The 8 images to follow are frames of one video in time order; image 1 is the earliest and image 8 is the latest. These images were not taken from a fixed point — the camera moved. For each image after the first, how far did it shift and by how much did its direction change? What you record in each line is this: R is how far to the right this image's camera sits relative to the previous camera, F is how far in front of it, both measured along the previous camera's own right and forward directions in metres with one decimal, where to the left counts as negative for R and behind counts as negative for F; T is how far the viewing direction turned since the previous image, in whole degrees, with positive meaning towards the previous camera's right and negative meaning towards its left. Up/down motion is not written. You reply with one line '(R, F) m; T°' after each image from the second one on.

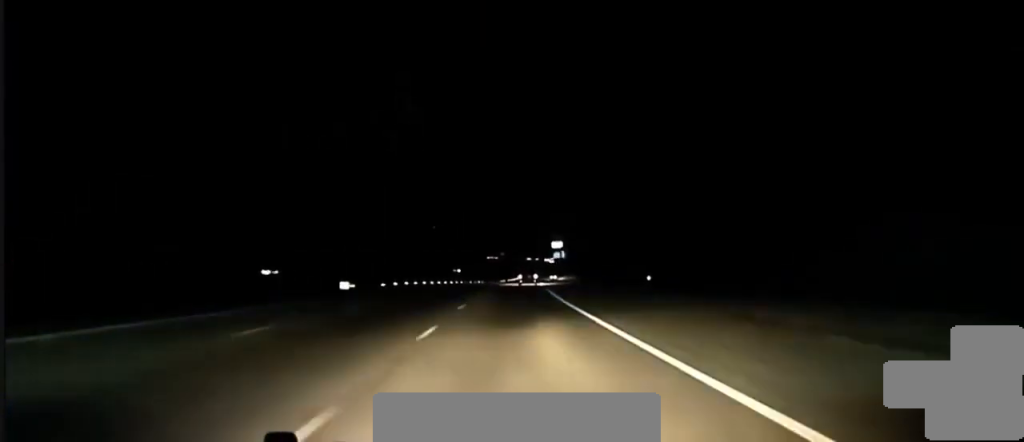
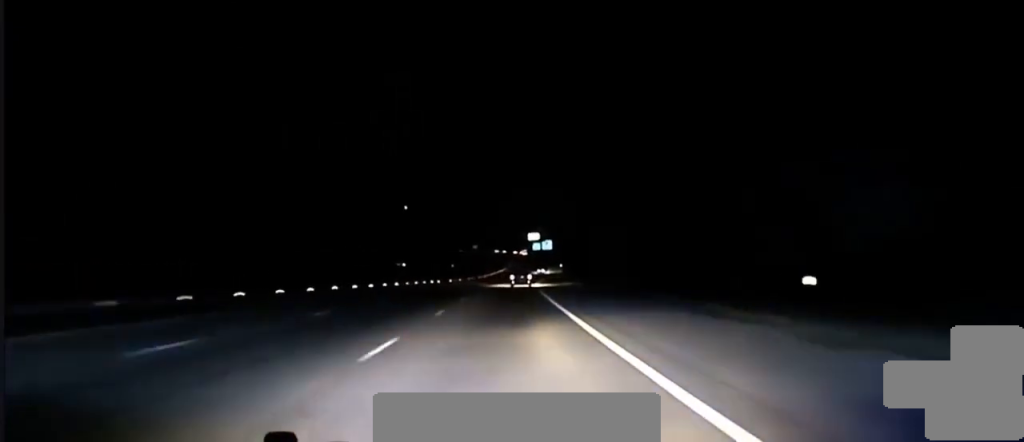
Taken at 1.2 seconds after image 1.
(+1.0, +65.4) m; +2°
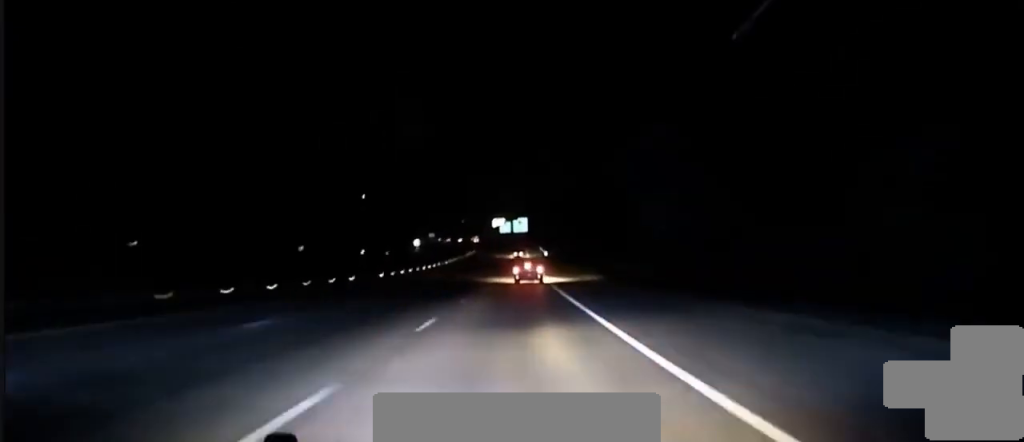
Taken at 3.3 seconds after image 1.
(+1.7, +101.8) m; +2°
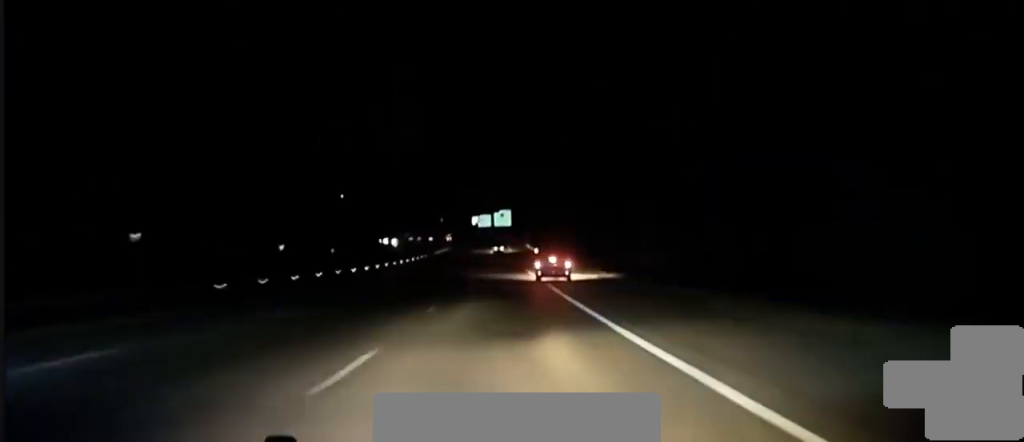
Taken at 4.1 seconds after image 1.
(+0.3, +40.9) m; +1°
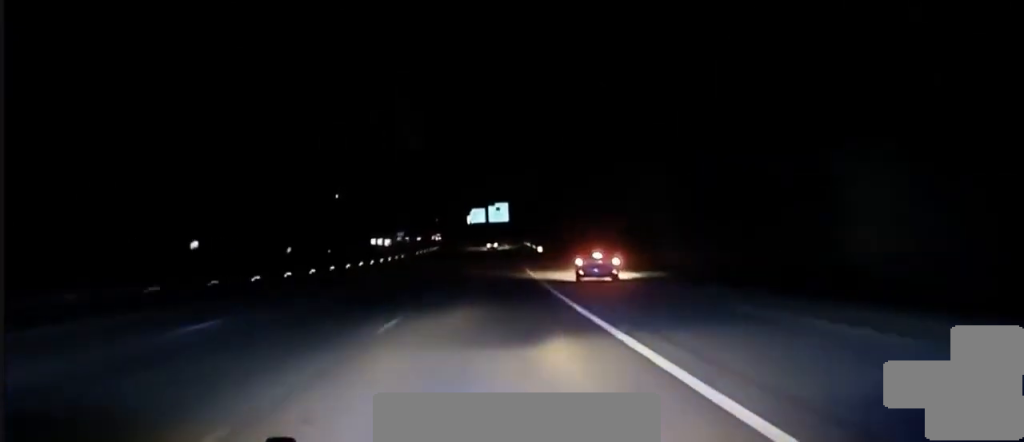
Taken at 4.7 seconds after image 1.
(+0.1, +30.2) m; 0°
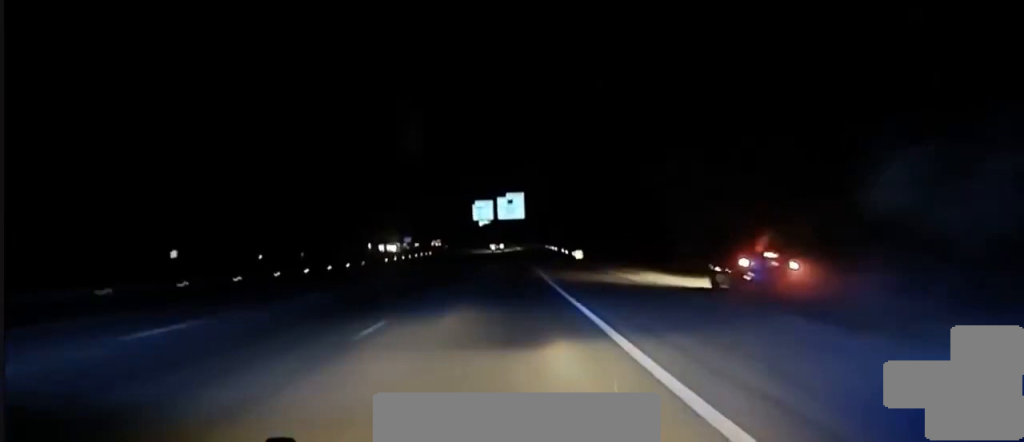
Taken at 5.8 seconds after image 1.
(-0.2, +54.0) m; -1°
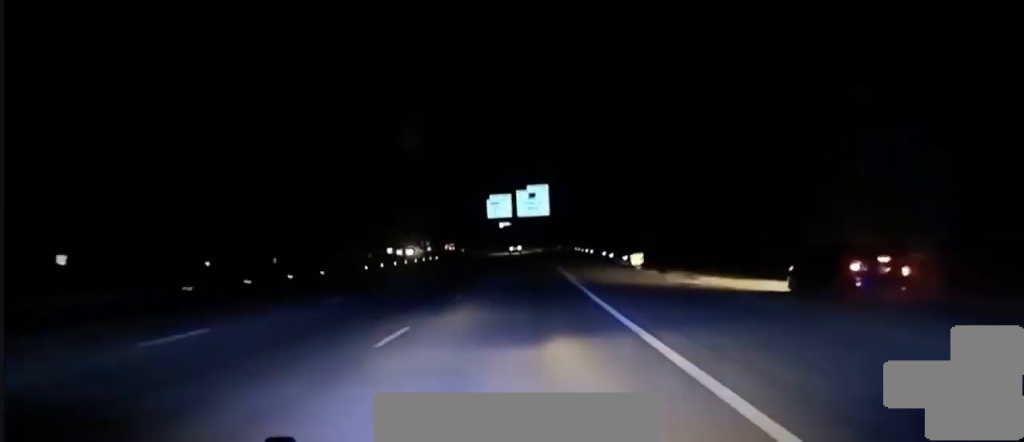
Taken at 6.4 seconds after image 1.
(-0.2, +27.6) m; 0°
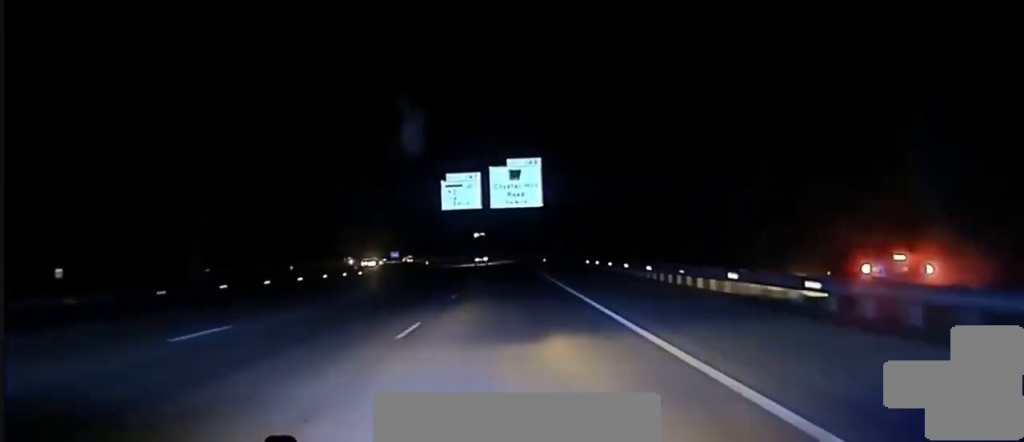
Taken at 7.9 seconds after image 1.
(+0.4, +44.9) m; +2°
